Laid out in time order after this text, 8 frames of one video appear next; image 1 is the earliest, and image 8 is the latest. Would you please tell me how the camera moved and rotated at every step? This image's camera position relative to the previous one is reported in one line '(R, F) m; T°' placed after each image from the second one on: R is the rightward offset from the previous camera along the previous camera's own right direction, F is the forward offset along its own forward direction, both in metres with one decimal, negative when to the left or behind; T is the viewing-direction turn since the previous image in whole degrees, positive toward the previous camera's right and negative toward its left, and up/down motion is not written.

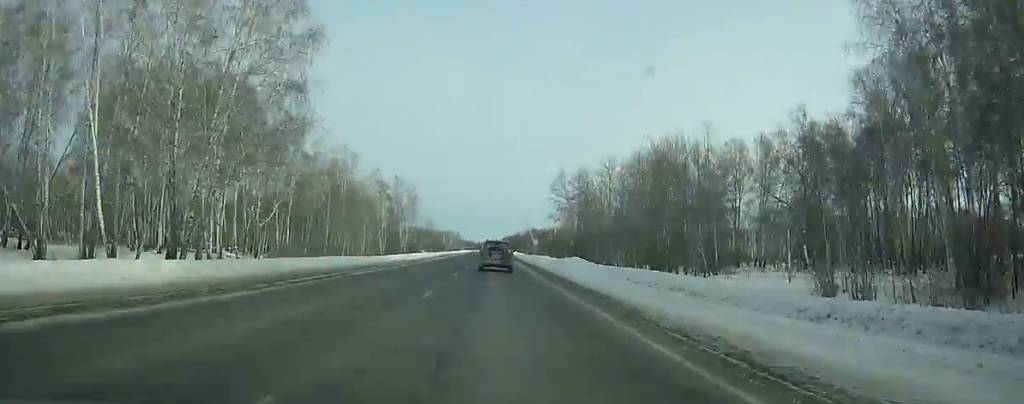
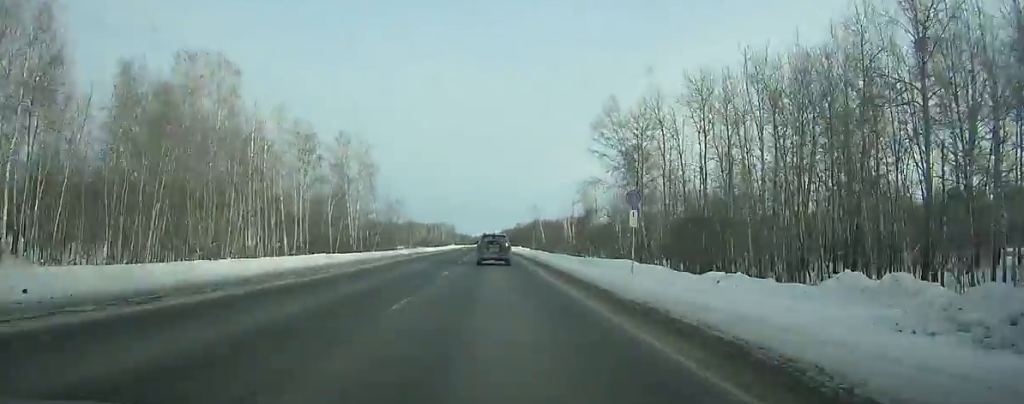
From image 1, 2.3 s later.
(0.0, +63.1) m; 0°
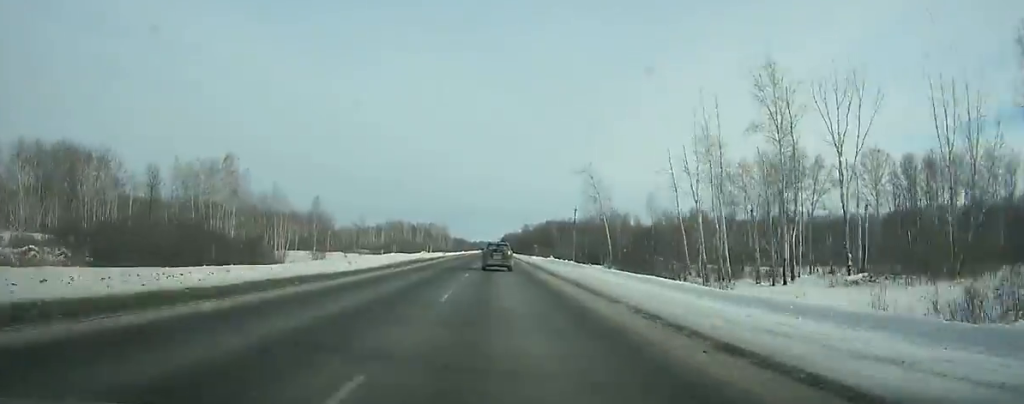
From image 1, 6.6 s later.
(+0.2, +116.6) m; 0°
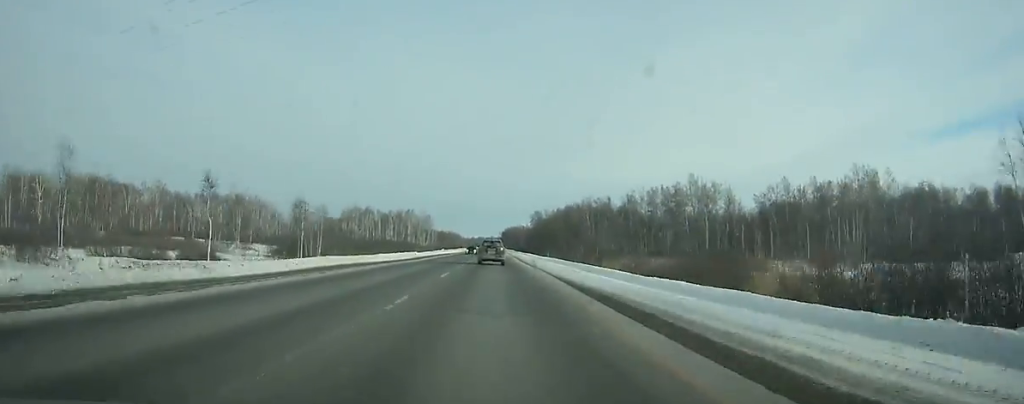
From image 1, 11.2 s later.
(+0.4, +125.4) m; 0°
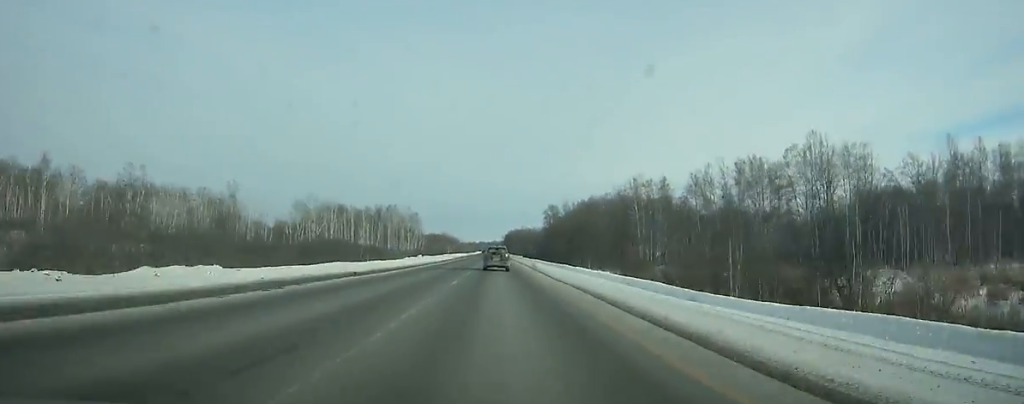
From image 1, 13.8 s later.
(-0.2, +71.8) m; 0°
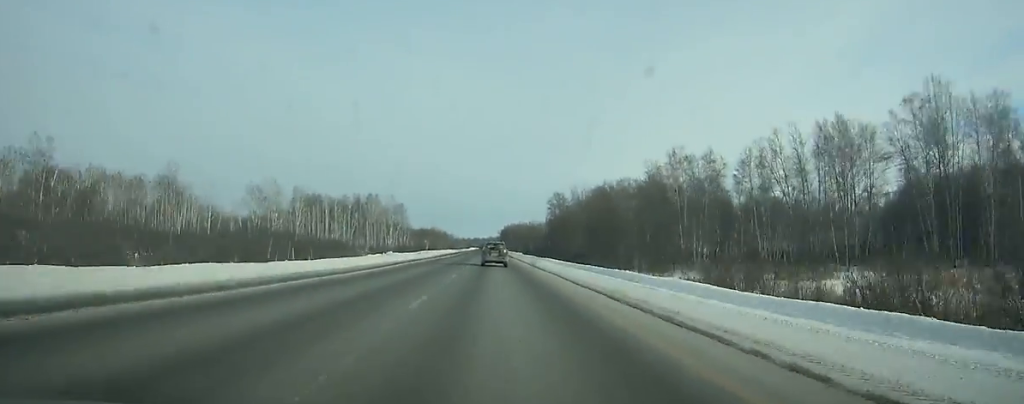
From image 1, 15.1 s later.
(+0.1, +36.4) m; 0°
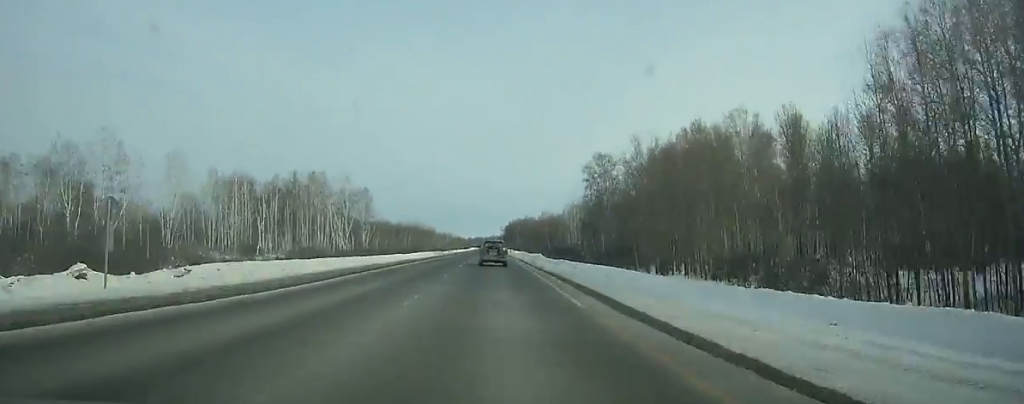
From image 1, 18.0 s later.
(-0.1, +81.3) m; 0°
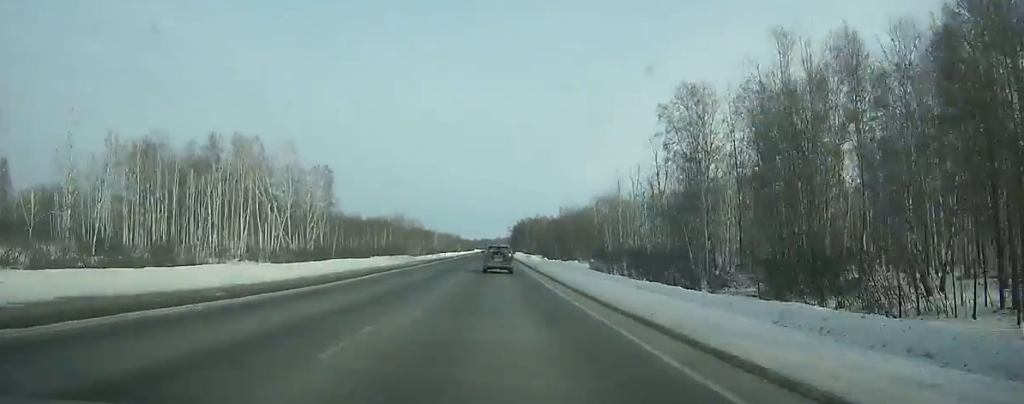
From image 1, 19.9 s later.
(-0.1, +53.1) m; 0°
